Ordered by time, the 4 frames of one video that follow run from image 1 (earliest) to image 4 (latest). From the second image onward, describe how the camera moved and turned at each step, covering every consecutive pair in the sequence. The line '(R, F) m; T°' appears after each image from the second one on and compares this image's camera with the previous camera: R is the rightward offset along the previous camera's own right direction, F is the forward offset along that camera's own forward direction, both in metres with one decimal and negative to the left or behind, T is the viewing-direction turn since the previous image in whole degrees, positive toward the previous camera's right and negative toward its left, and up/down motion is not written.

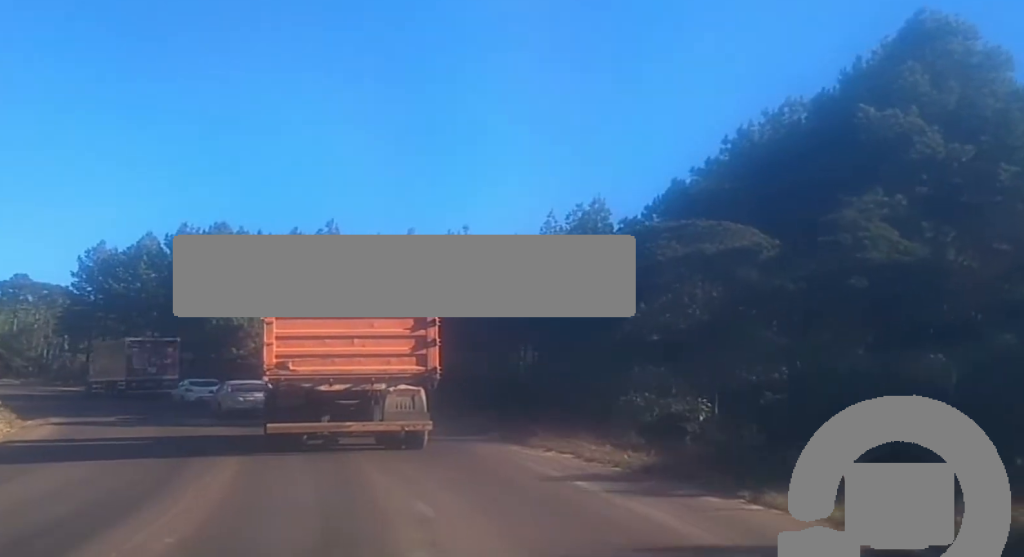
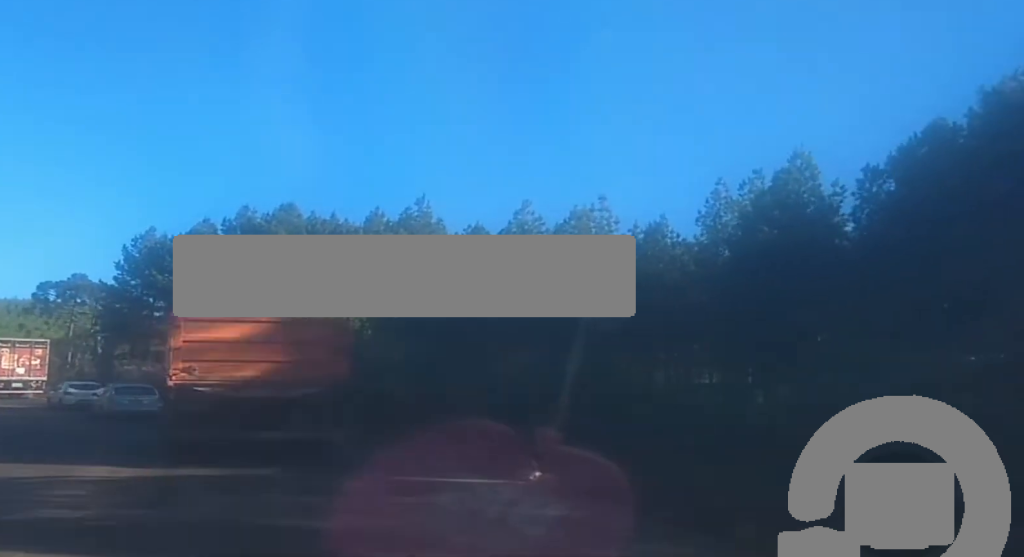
(0.0, +22.9) m; -6°
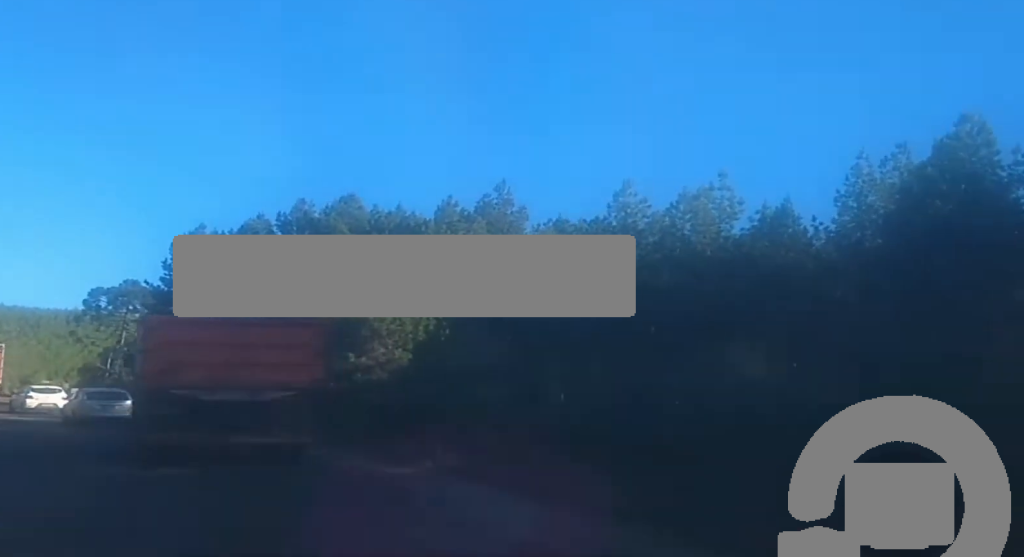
(-0.5, +10.0) m; -4°
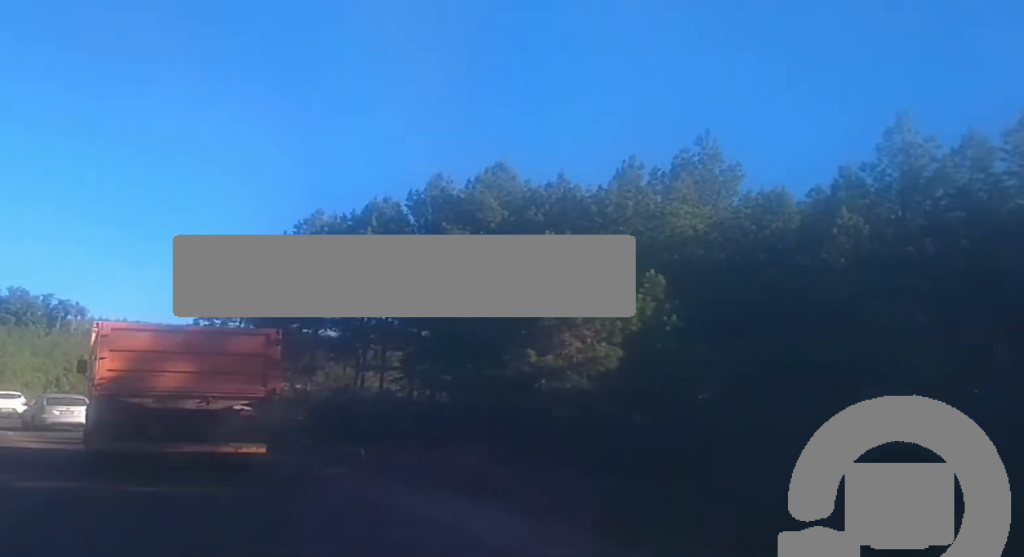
(-0.3, +15.8) m; -5°
